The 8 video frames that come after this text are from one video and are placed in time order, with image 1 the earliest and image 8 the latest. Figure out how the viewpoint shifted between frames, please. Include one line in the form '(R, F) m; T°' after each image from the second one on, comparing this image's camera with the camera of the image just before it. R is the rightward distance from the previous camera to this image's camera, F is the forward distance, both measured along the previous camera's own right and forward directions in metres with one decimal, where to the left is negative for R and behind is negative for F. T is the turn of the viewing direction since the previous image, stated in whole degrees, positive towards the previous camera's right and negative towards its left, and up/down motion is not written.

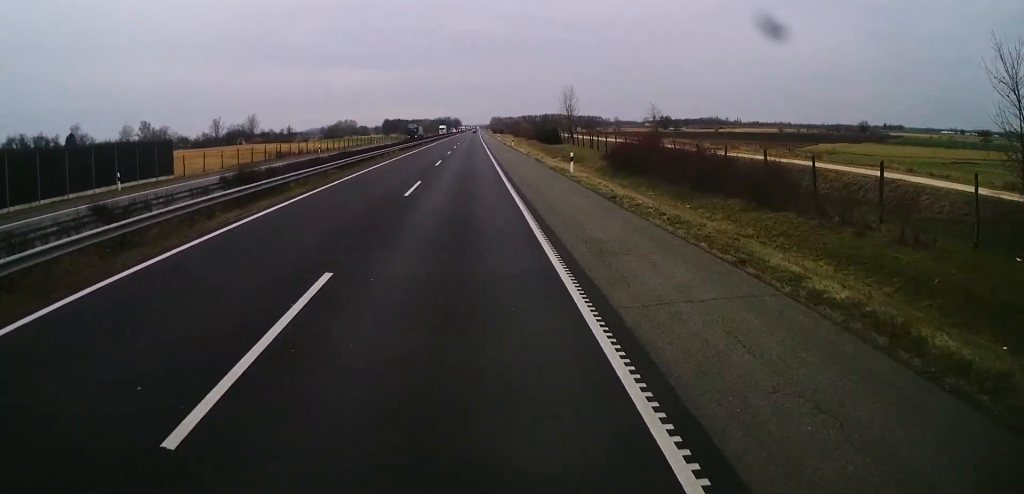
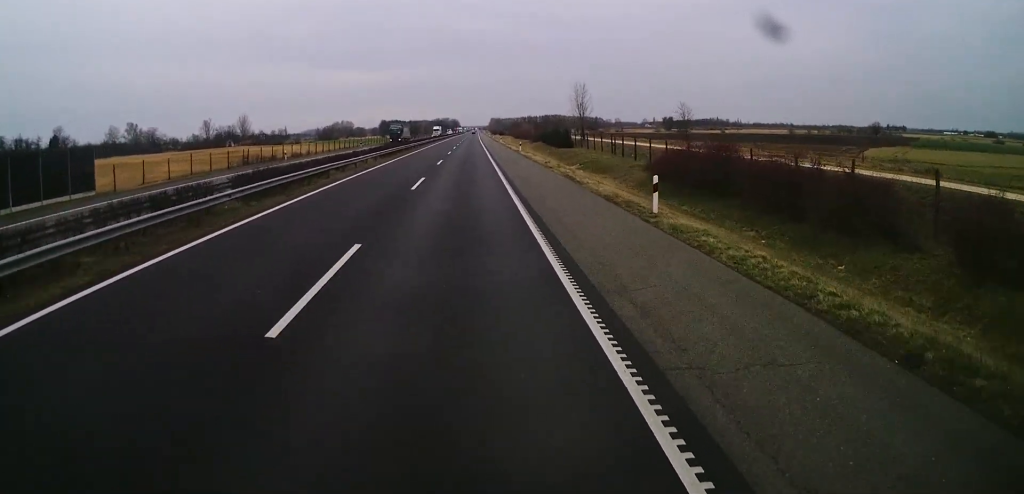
(-0.1, +15.5) m; 0°
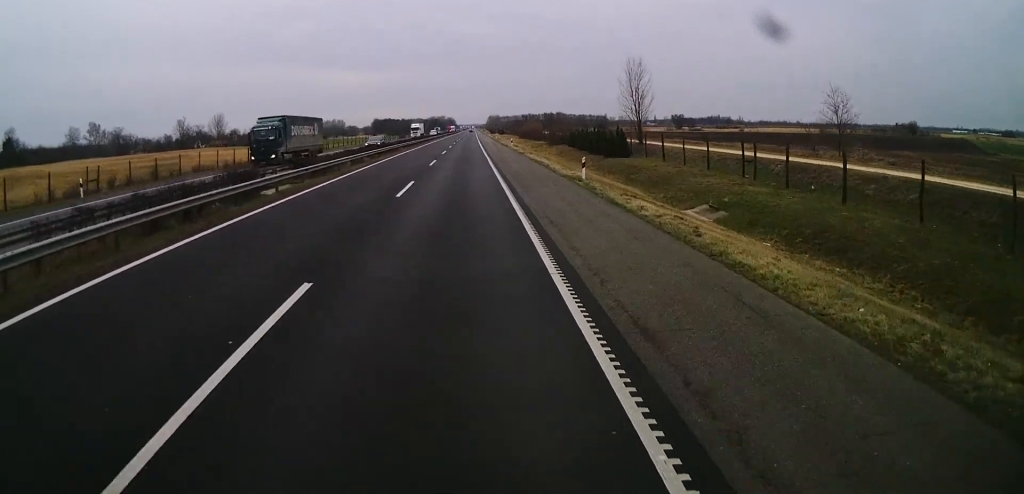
(+0.2, +40.1) m; +1°
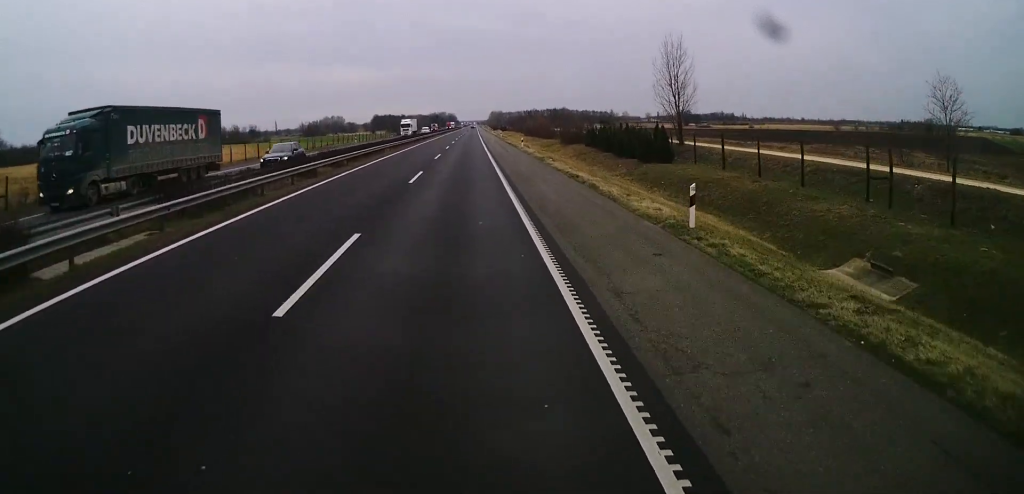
(0.0, +13.9) m; 0°
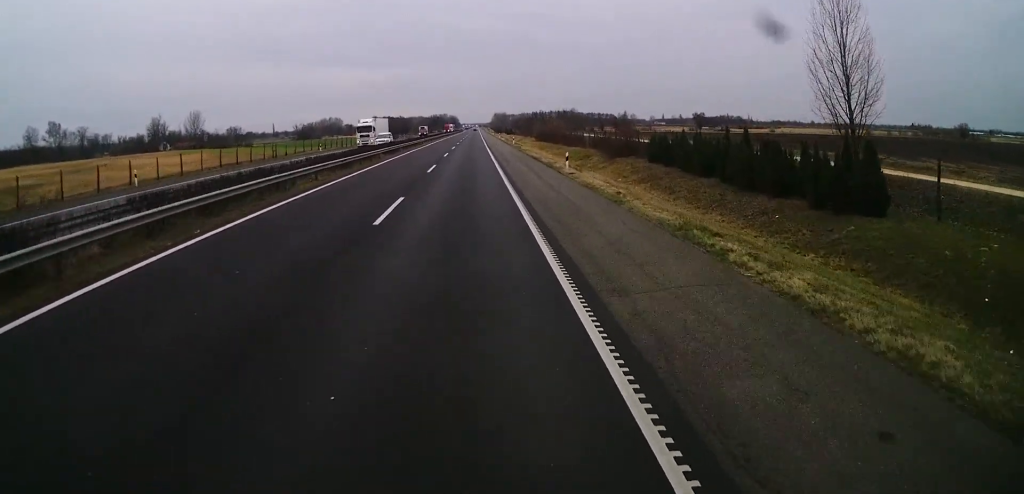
(0.0, +28.7) m; 0°
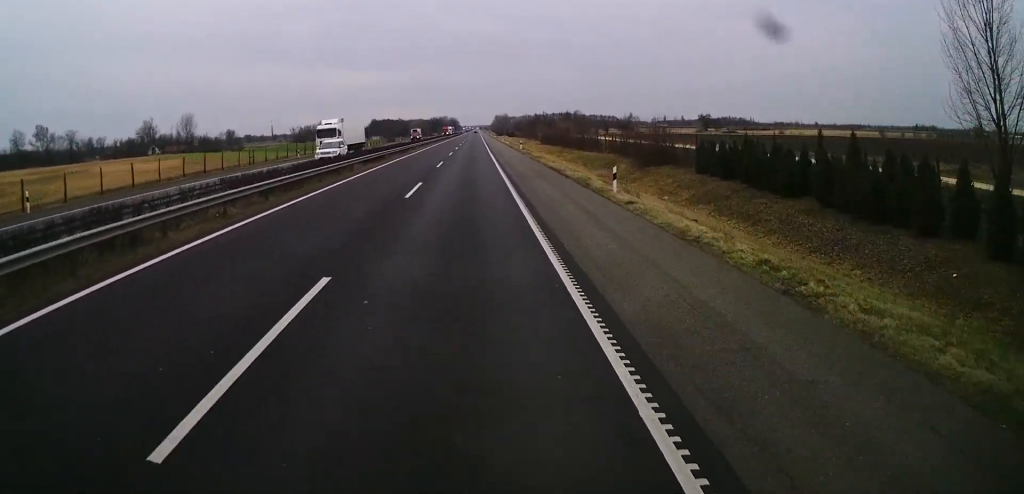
(0.0, +11.7) m; 0°
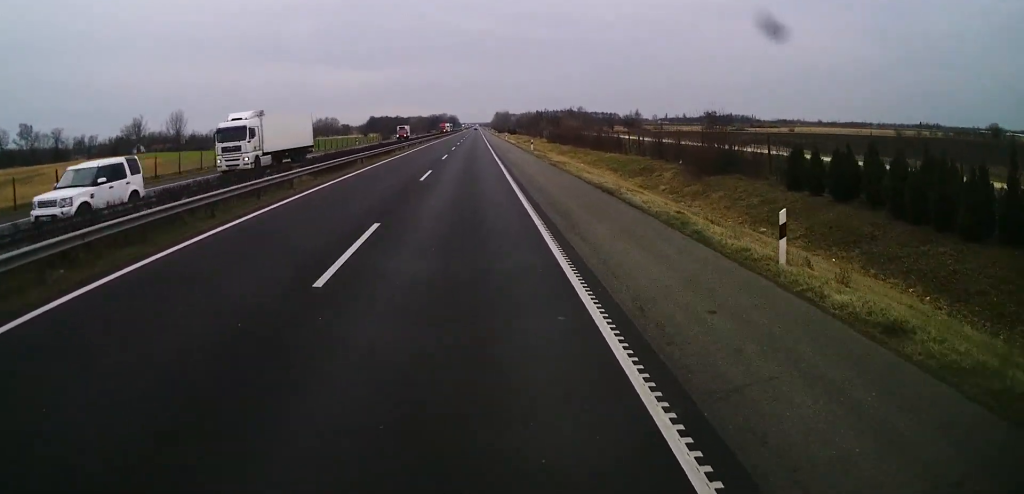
(0.0, +13.2) m; 0°
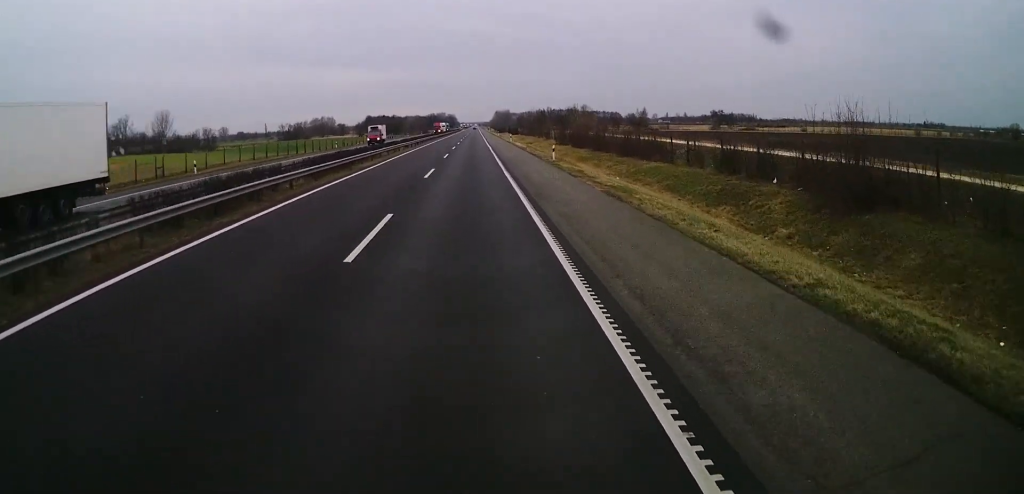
(0.0, +16.3) m; 0°
